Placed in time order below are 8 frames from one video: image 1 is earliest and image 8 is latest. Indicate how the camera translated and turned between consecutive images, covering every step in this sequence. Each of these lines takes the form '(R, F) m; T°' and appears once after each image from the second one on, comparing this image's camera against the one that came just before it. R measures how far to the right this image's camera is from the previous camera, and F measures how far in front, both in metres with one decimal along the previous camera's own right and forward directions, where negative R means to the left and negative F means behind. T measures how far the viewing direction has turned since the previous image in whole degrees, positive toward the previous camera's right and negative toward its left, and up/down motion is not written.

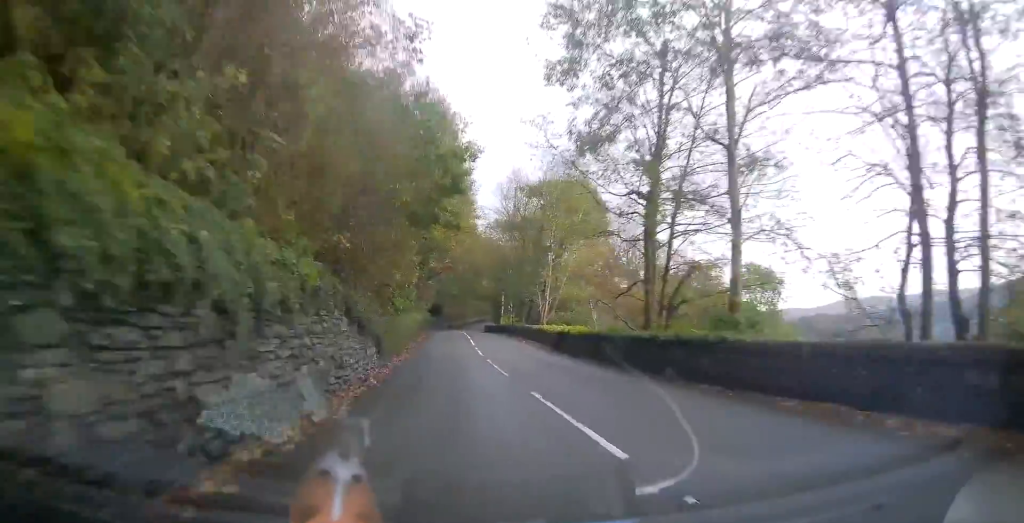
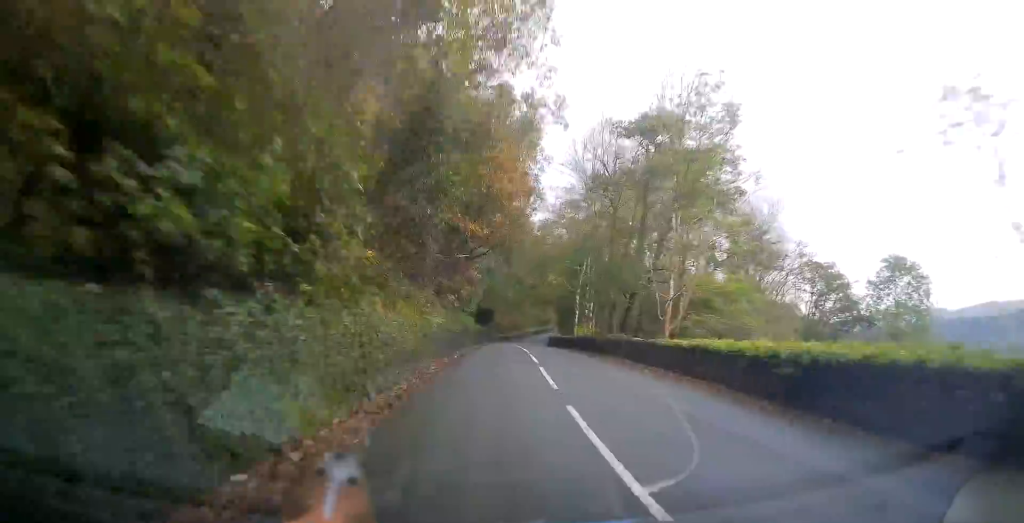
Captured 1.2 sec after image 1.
(-1.0, +19.5) m; -5°
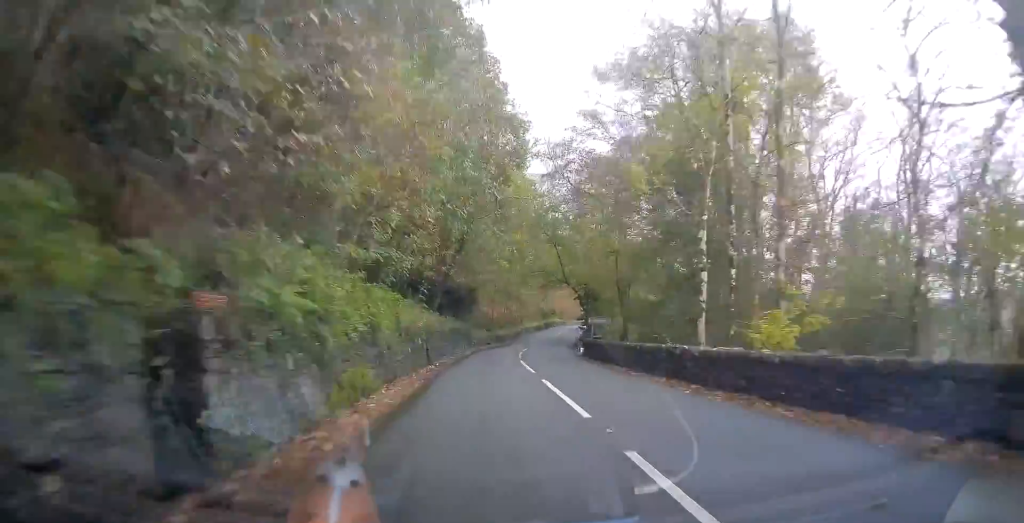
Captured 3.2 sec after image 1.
(-0.6, +31.4) m; +1°
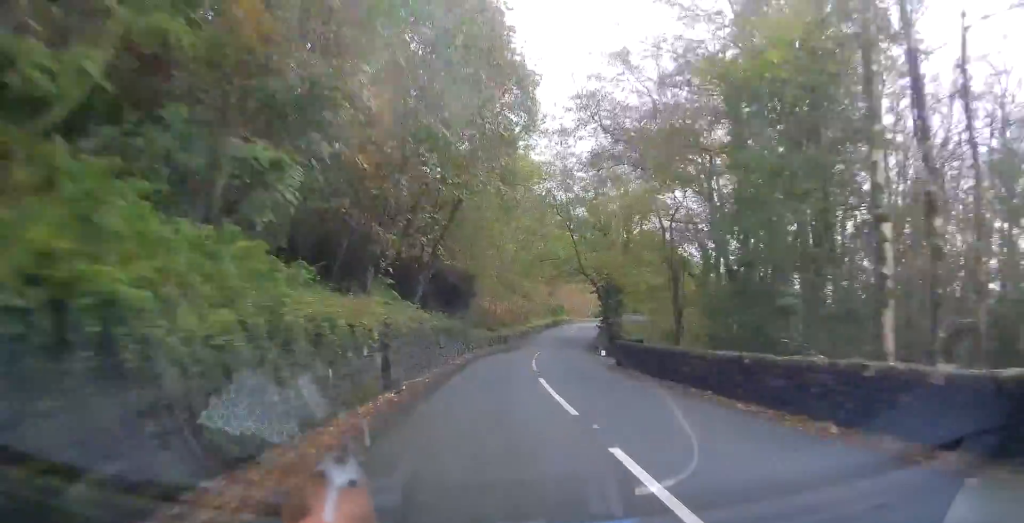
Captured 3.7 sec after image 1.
(+0.3, +8.5) m; +1°
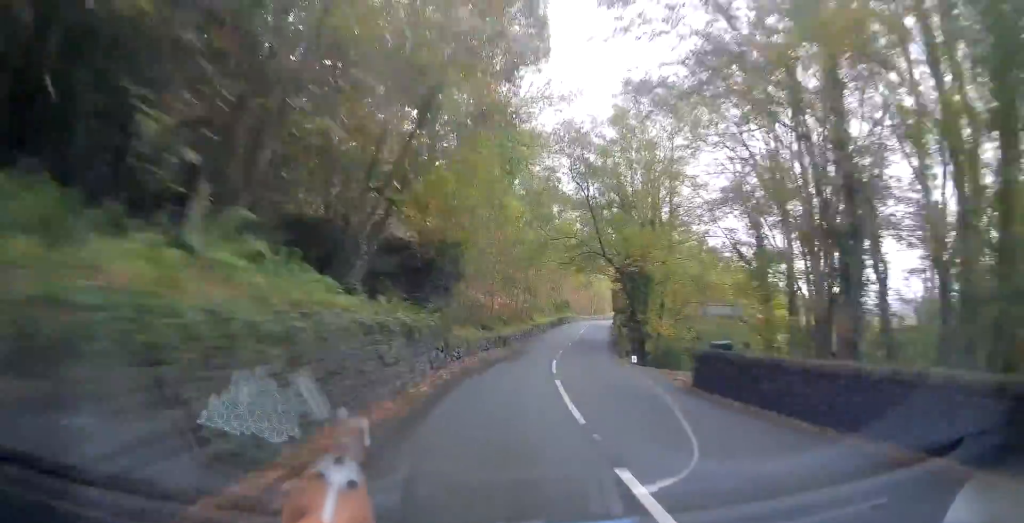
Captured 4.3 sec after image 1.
(+0.2, +10.1) m; +1°
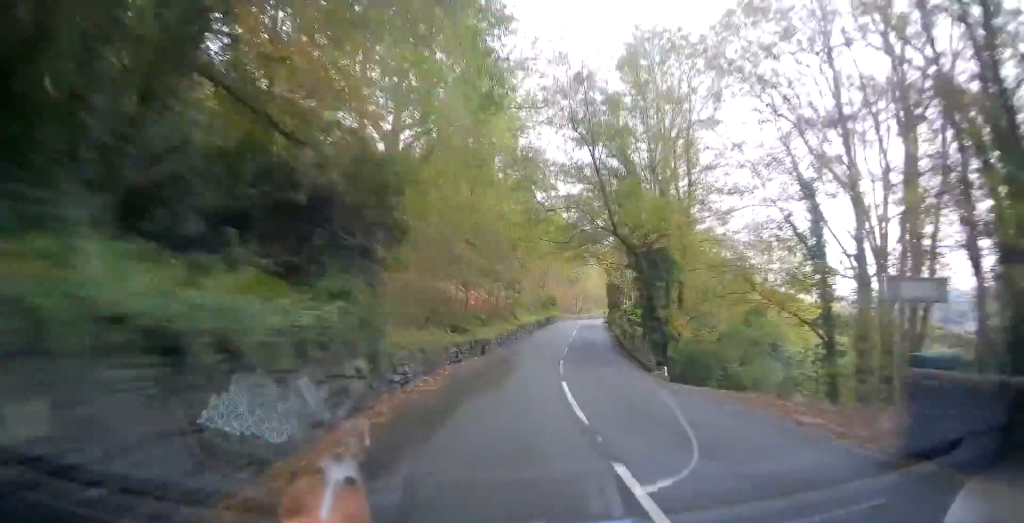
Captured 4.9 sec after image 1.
(-0.2, +9.1) m; +2°
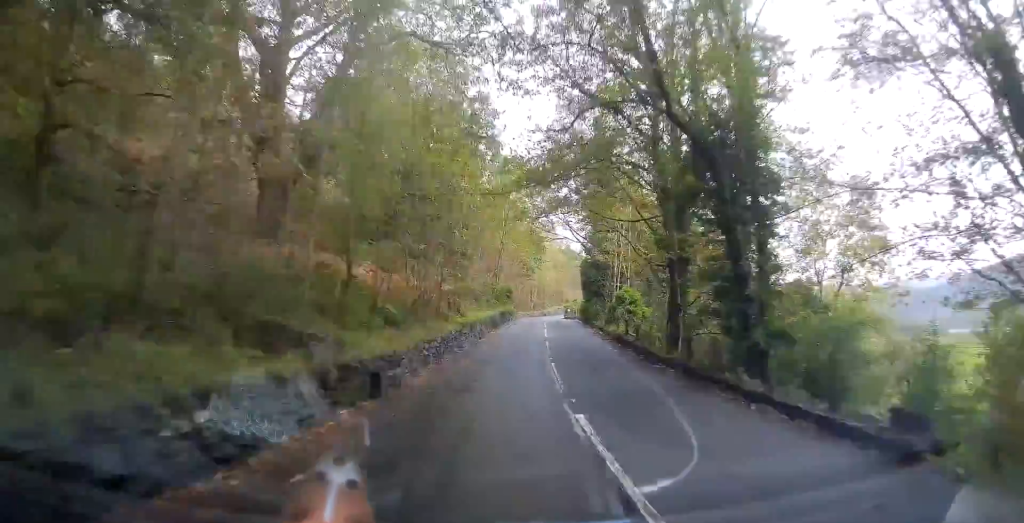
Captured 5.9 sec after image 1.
(+0.6, +15.3) m; +4°
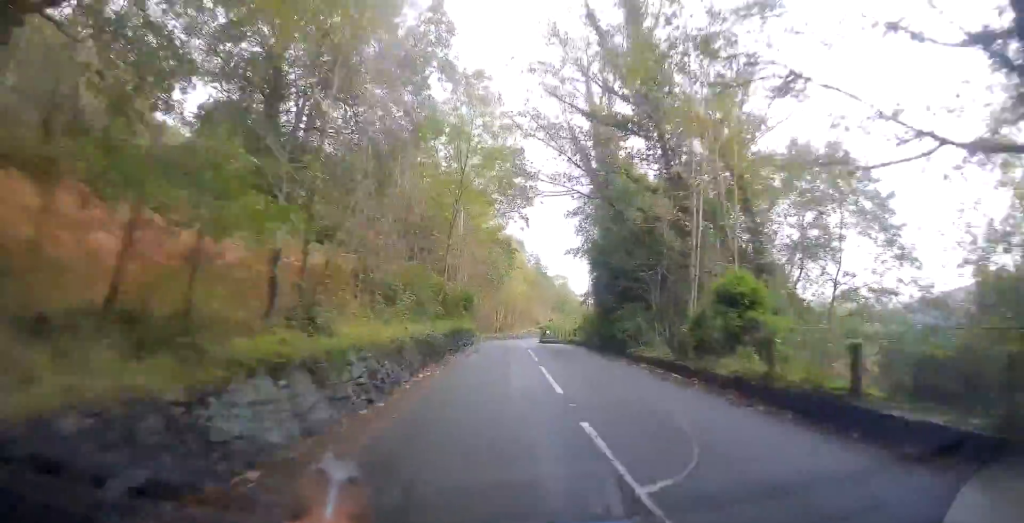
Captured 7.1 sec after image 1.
(+0.9, +18.9) m; +2°
